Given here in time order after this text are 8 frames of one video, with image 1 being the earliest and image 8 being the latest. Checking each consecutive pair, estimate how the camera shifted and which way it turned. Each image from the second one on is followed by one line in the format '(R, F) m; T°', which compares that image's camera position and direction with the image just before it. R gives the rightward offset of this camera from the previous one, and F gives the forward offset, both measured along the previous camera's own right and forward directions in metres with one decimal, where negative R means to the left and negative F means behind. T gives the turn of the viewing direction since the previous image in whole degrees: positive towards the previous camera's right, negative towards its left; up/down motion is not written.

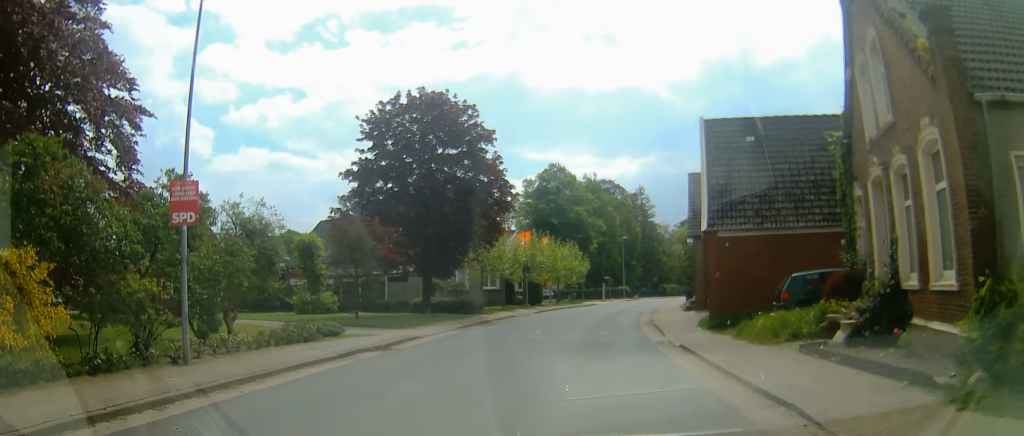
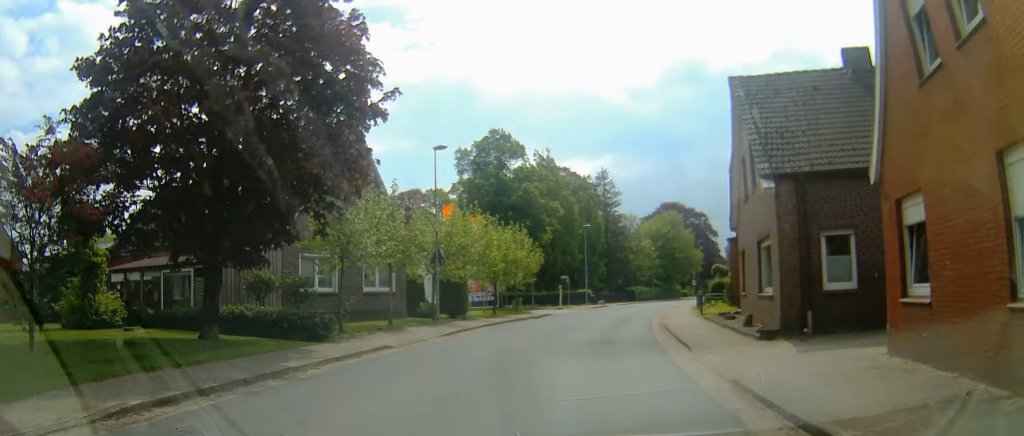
(+0.8, +19.3) m; +4°
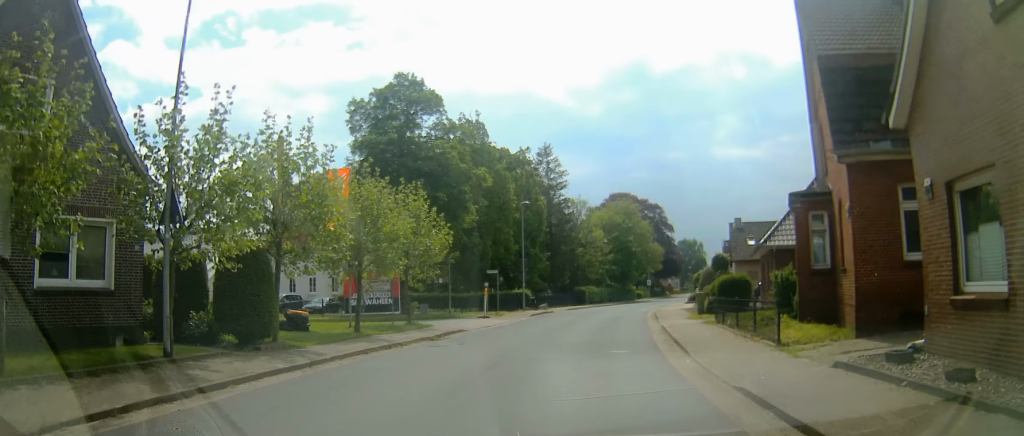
(0.0, +17.5) m; +2°
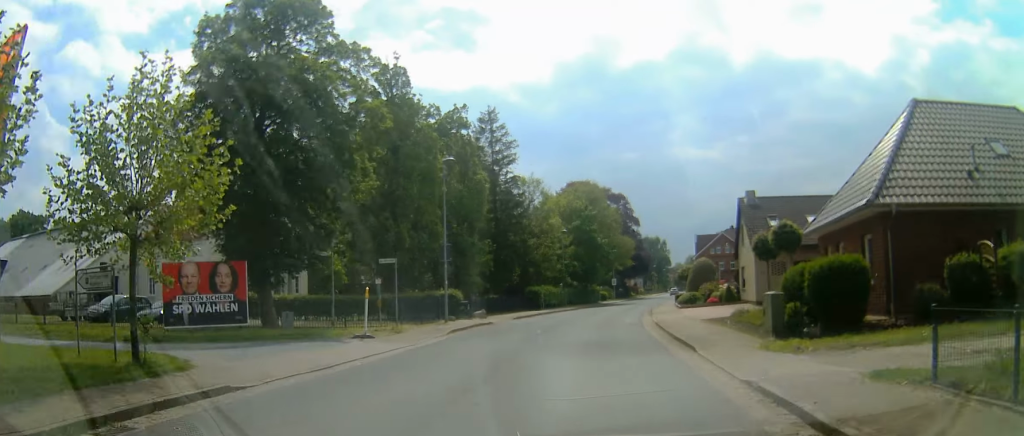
(+1.1, +16.7) m; +8°
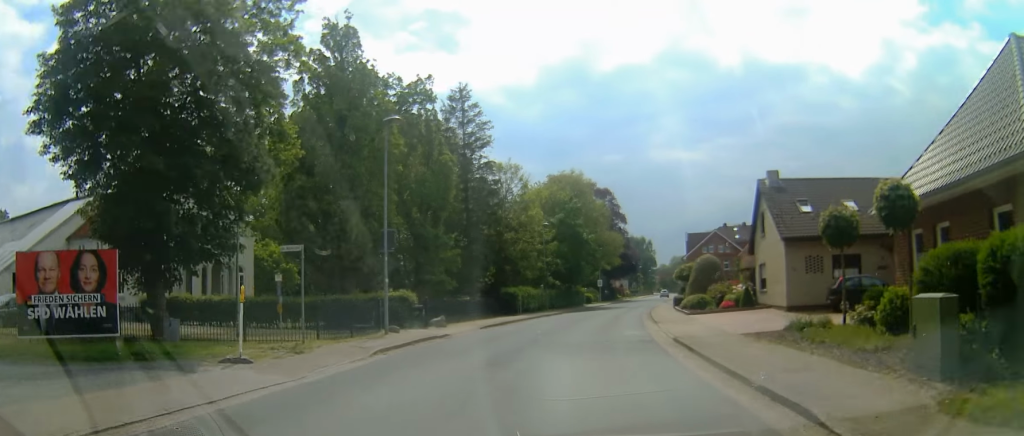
(+0.4, +8.4) m; +2°
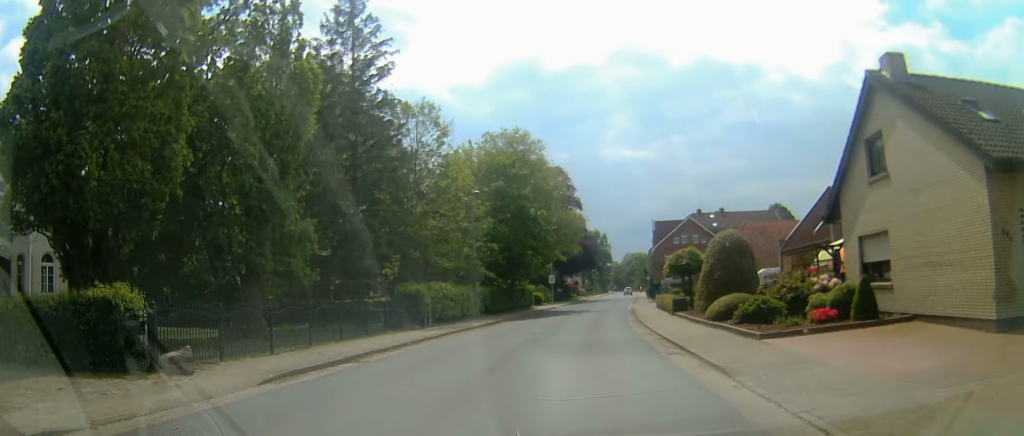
(0.0, +18.5) m; 0°
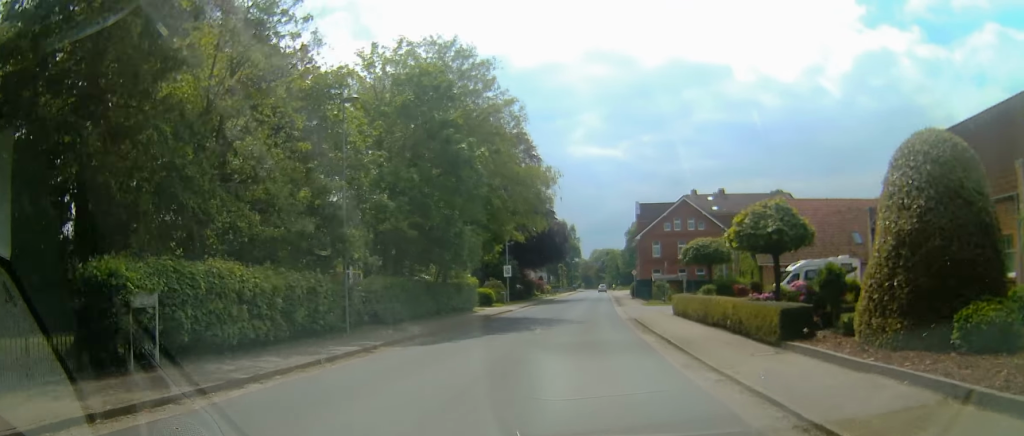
(+0.2, +17.3) m; +3°
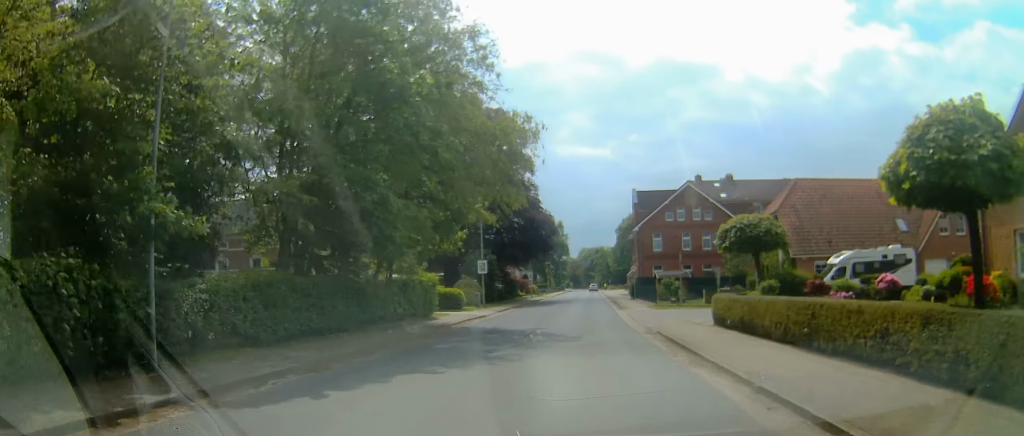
(+0.3, +9.1) m; 0°
